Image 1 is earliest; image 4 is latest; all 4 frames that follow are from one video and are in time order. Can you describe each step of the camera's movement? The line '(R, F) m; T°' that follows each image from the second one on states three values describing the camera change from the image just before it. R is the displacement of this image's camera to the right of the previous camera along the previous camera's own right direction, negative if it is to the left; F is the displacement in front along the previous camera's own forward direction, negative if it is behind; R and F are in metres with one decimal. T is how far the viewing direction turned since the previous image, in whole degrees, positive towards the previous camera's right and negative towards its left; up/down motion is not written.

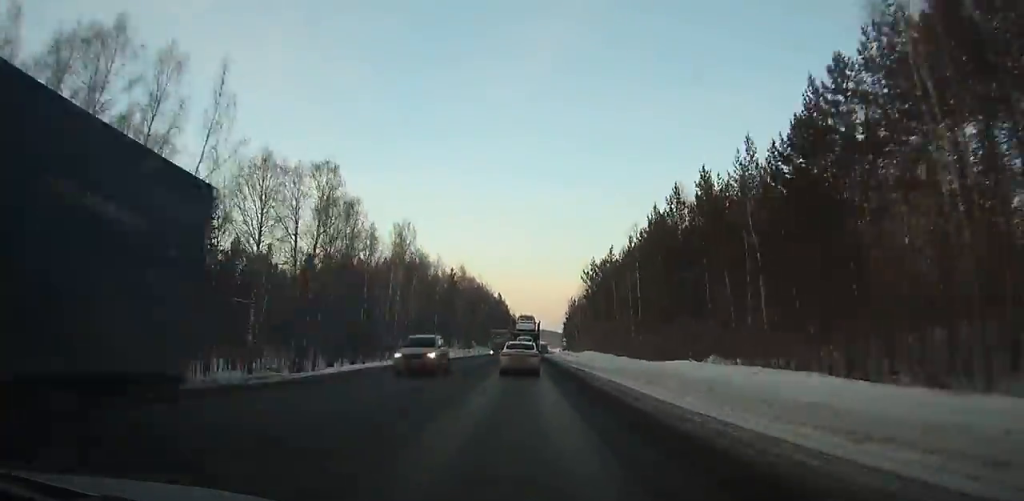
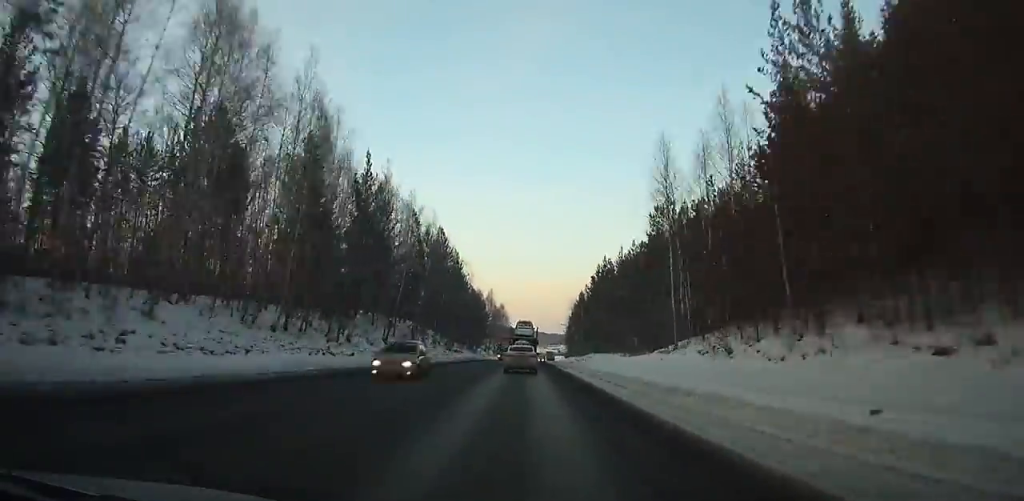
(+2.4, +122.8) m; +2°
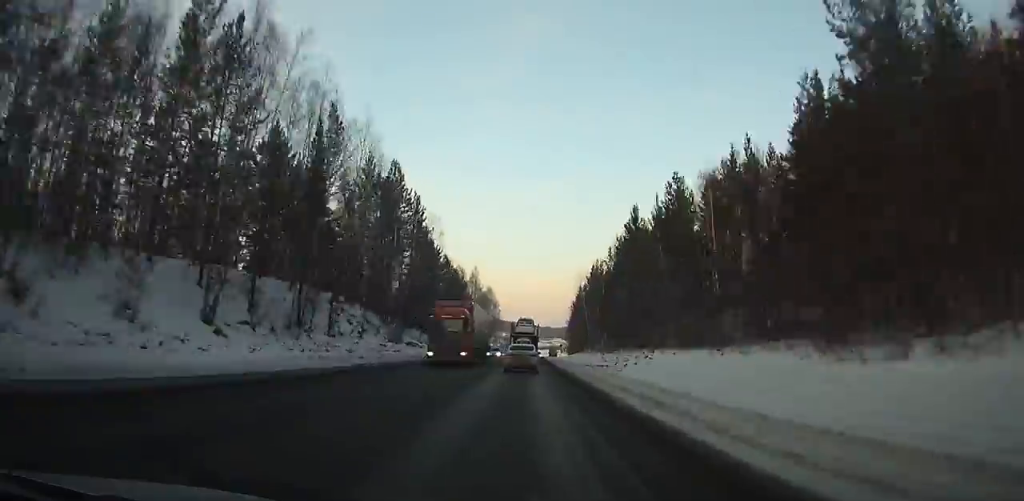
(+0.2, +35.0) m; +1°
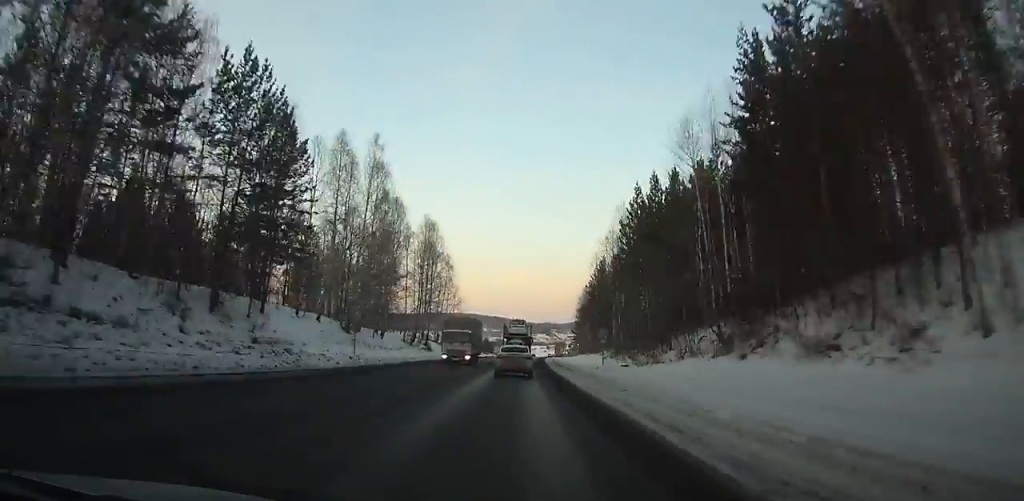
(+1.3, +84.3) m; +2°
